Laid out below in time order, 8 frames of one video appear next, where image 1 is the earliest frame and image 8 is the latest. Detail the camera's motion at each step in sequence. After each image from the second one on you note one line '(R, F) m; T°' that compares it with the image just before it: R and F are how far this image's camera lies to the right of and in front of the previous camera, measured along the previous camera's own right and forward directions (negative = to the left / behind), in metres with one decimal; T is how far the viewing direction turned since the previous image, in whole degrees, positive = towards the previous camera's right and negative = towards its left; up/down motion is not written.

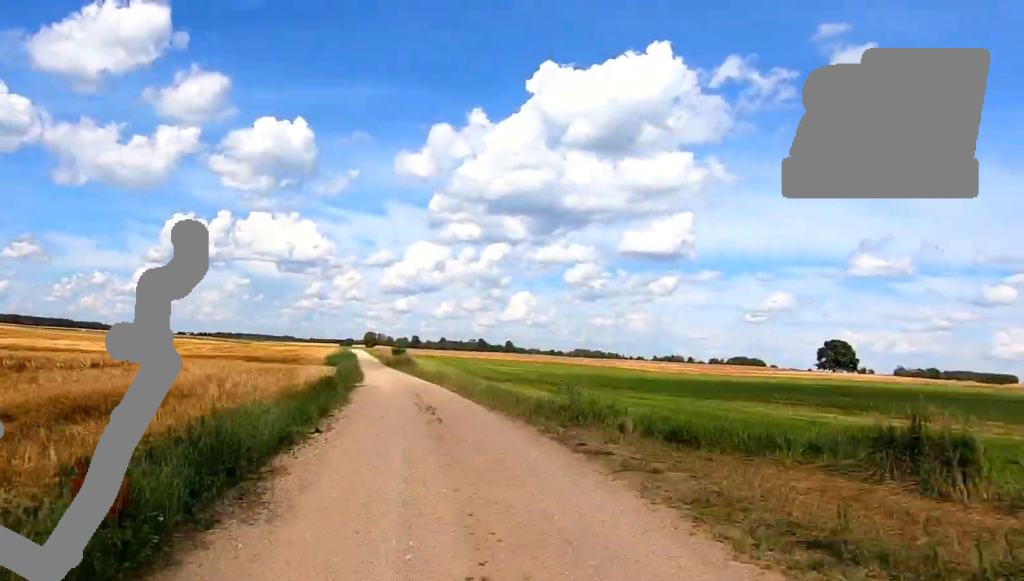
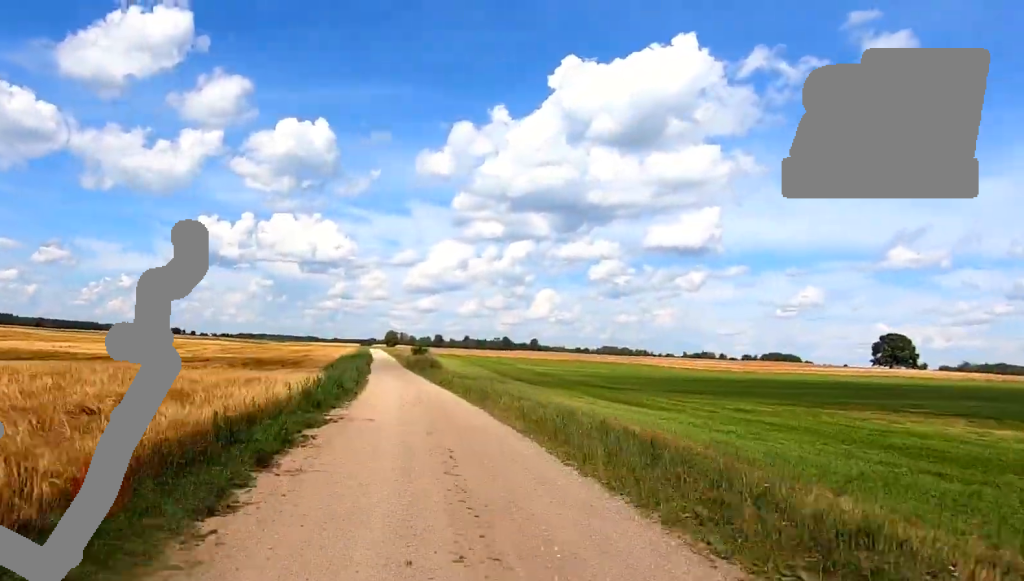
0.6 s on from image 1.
(-0.1, +13.6) m; -1°
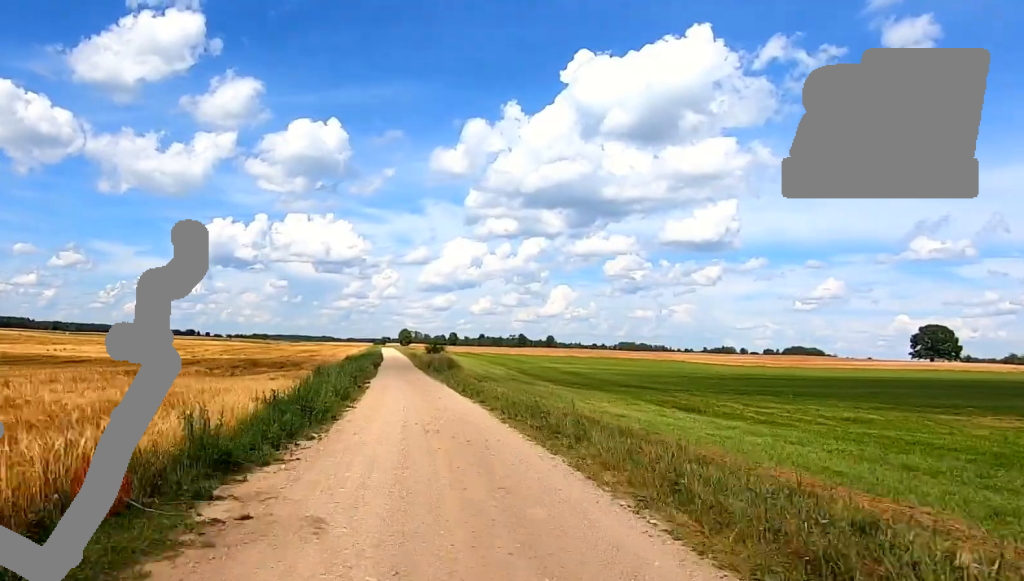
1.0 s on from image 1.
(0.0, +8.6) m; 0°
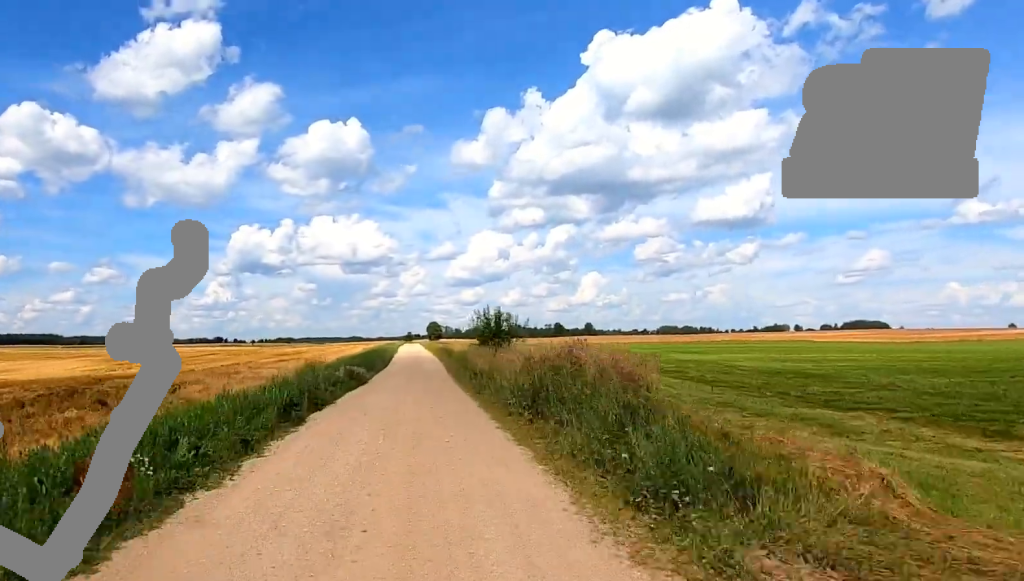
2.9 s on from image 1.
(-0.7, +41.1) m; -1°
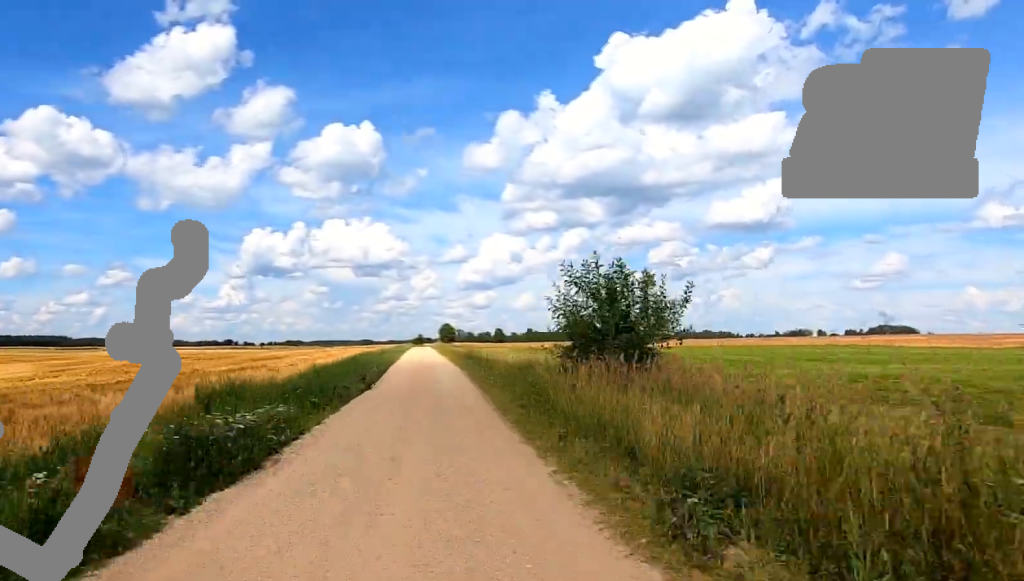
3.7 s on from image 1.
(0.0, +18.1) m; 0°
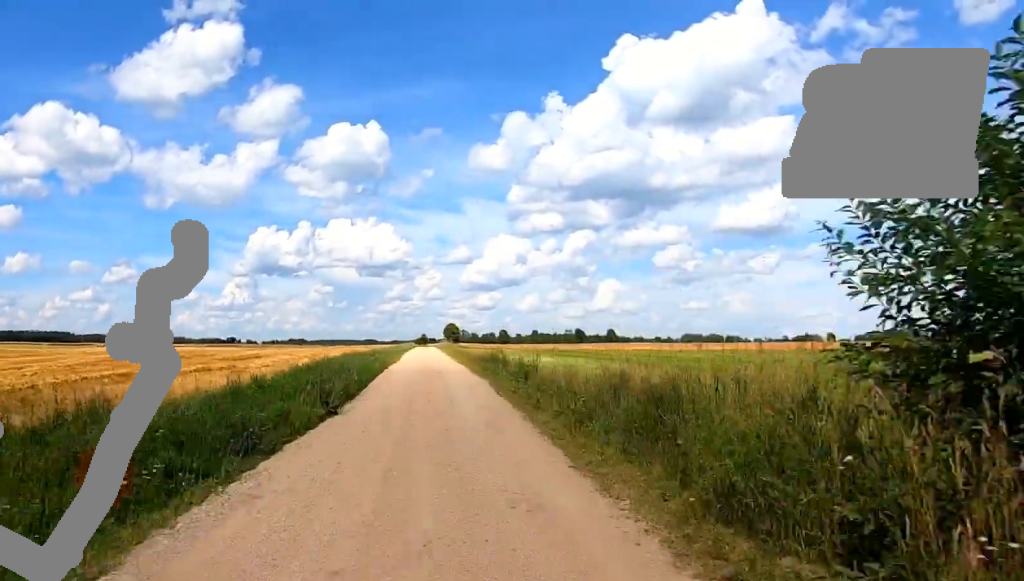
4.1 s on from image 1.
(0.0, +9.1) m; 0°
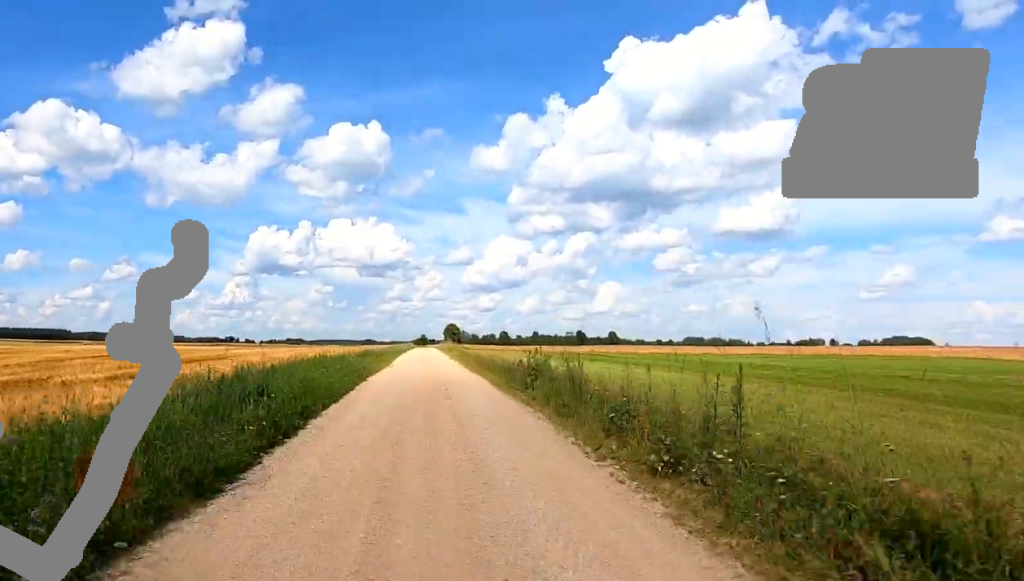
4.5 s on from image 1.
(0.0, +9.9) m; 0°
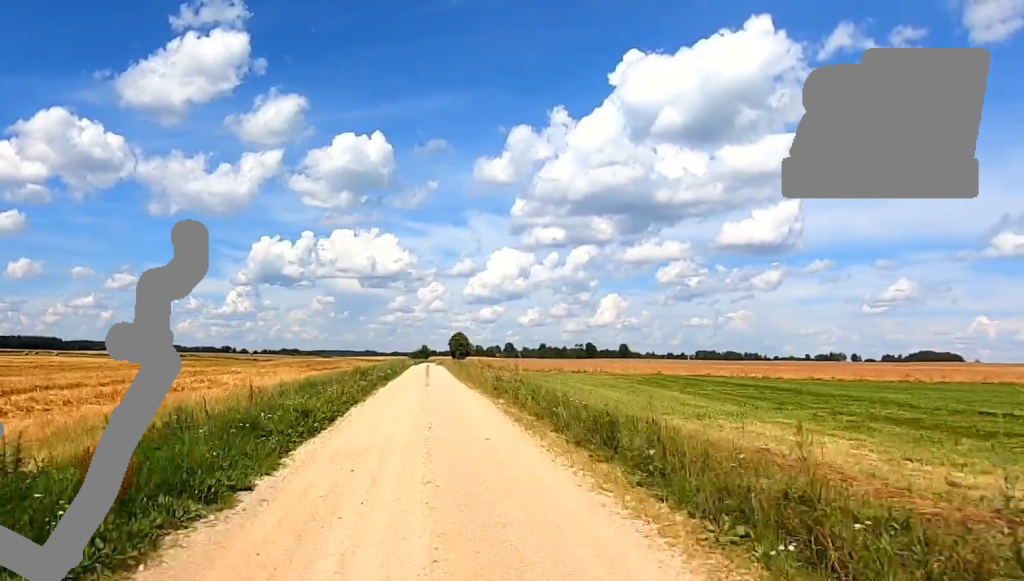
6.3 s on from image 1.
(-0.2, +41.3) m; -1°
